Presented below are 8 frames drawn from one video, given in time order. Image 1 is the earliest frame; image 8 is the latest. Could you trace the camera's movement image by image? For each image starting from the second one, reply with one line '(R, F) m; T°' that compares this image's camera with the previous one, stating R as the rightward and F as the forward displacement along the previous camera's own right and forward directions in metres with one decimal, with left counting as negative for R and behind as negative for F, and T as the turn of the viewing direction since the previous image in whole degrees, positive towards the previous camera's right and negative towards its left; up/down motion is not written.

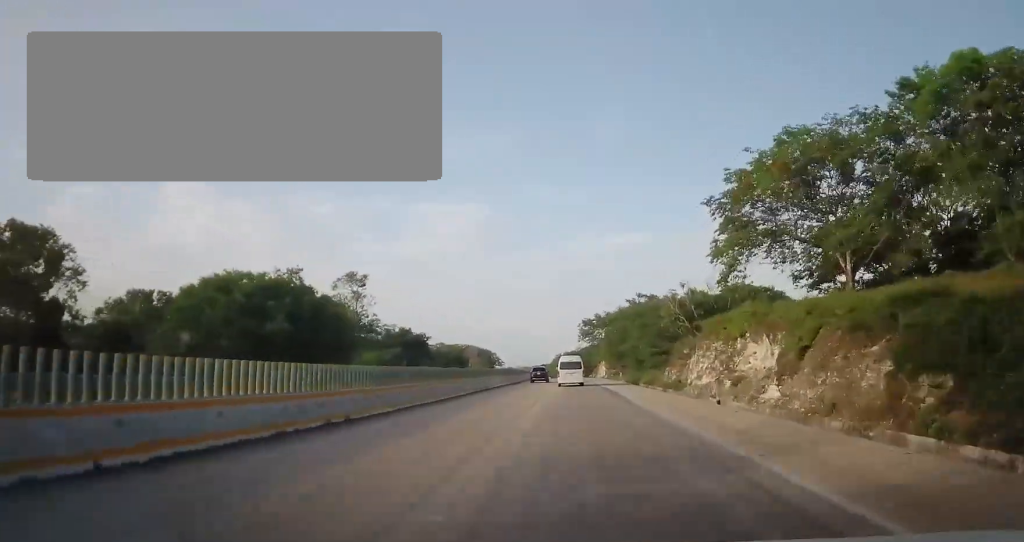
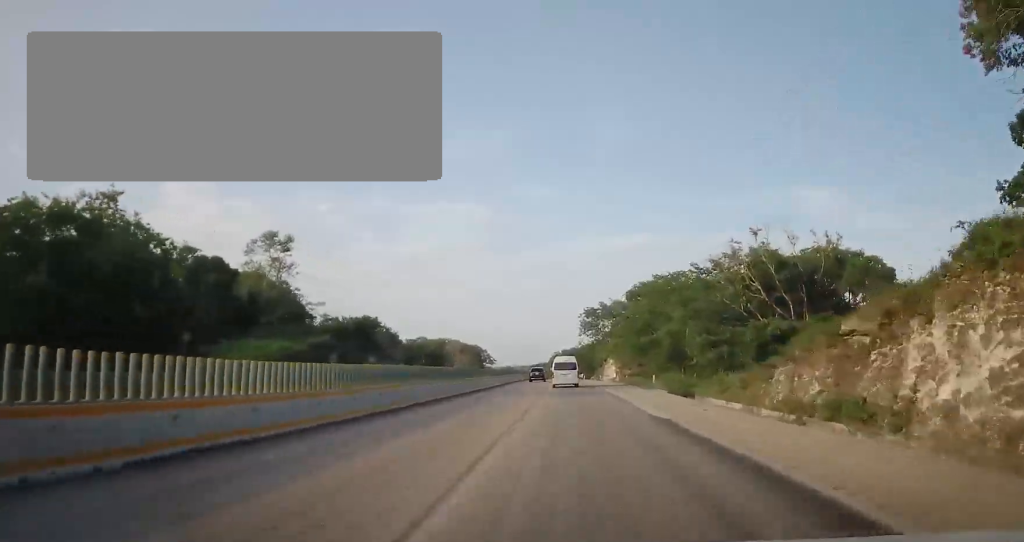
(-0.2, +24.2) m; 0°
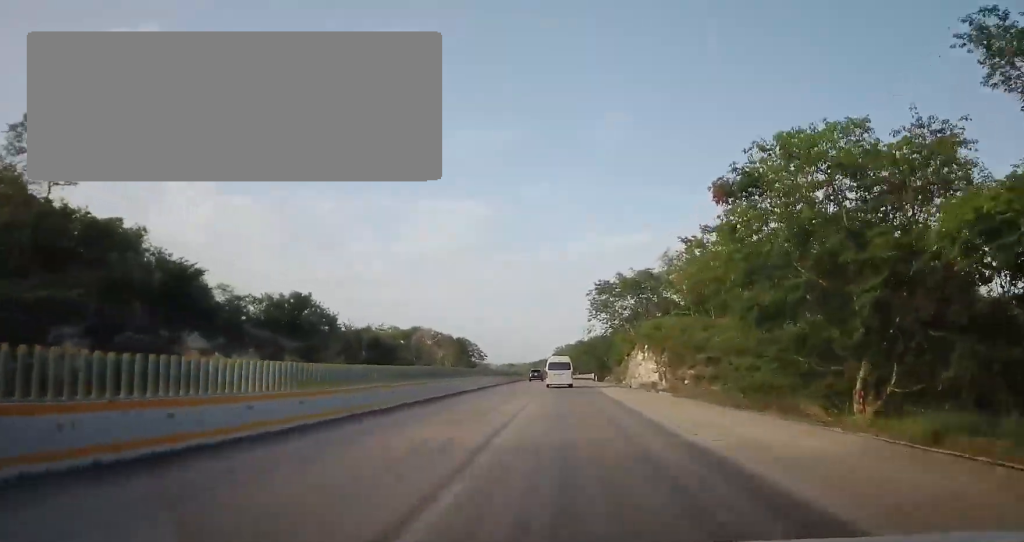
(0.0, +32.5) m; +1°
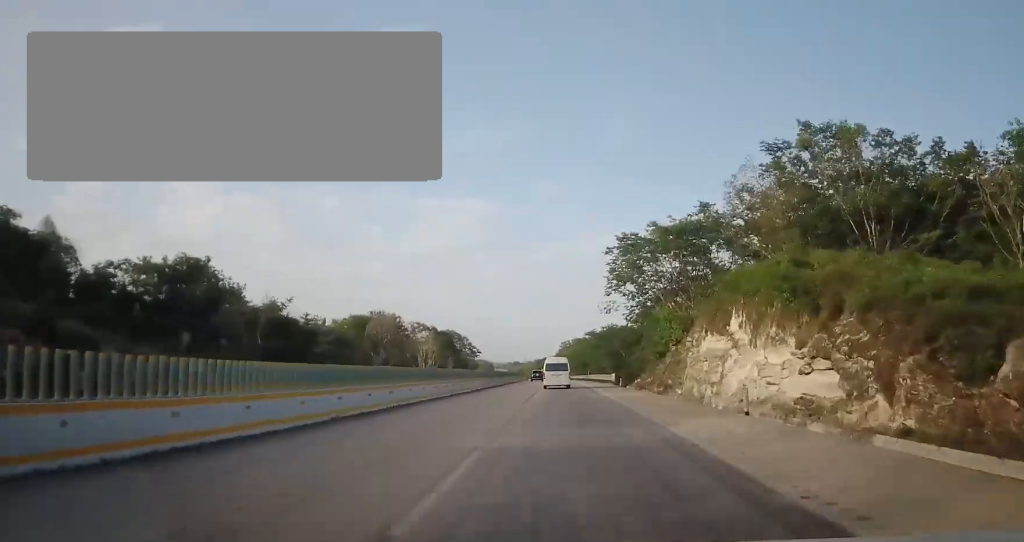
(+0.3, +27.2) m; -1°
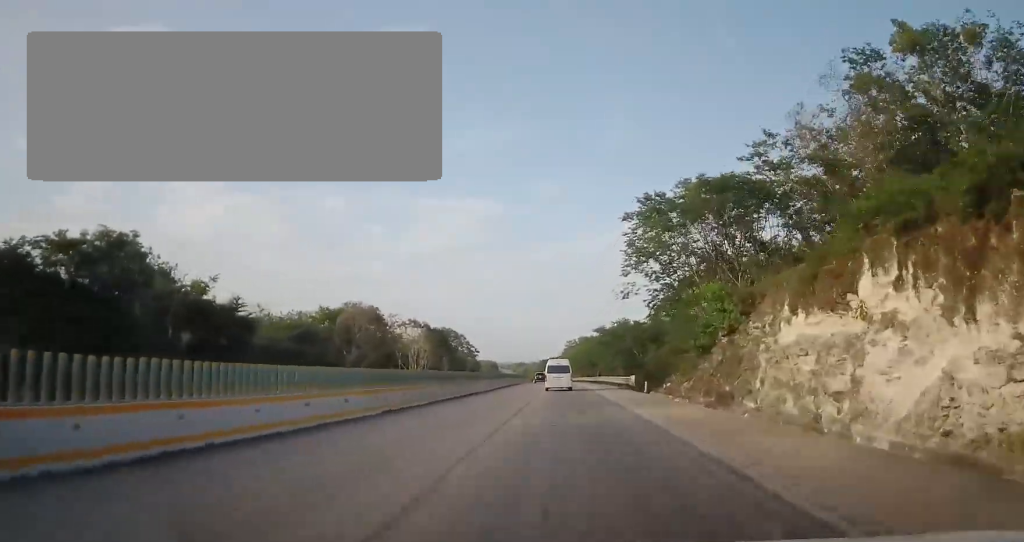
(+0.1, +12.3) m; -1°
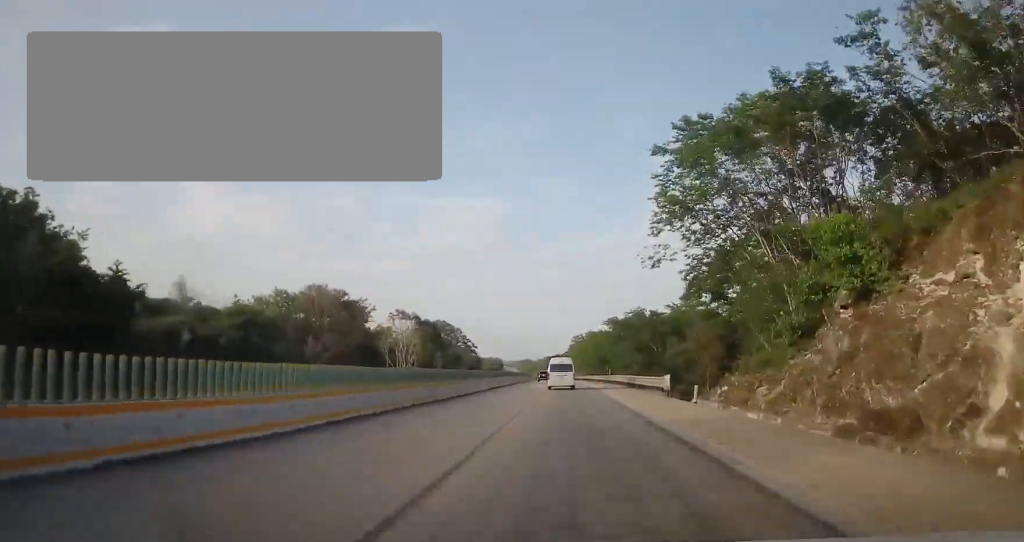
(-0.4, +12.7) m; -1°
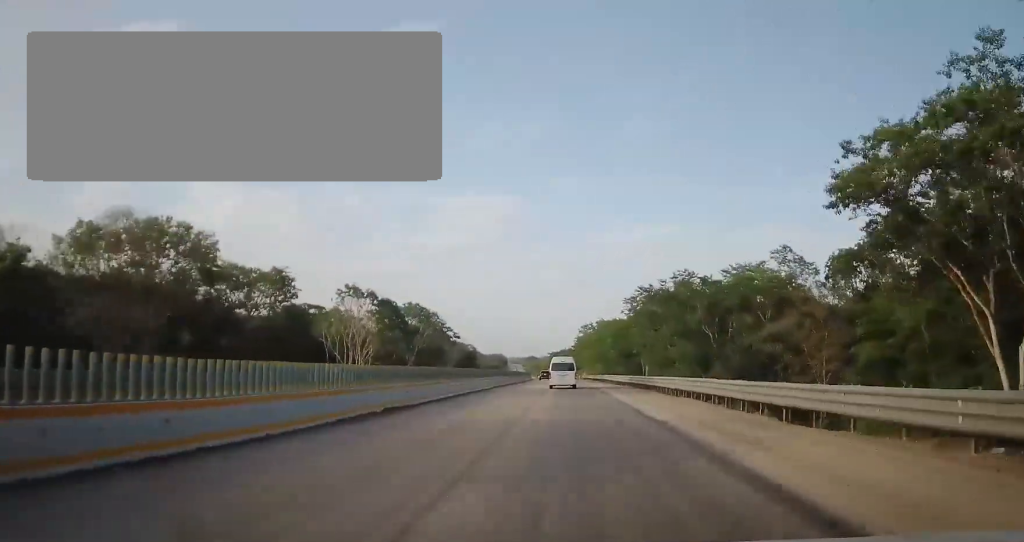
(-0.7, +27.8) m; -2°
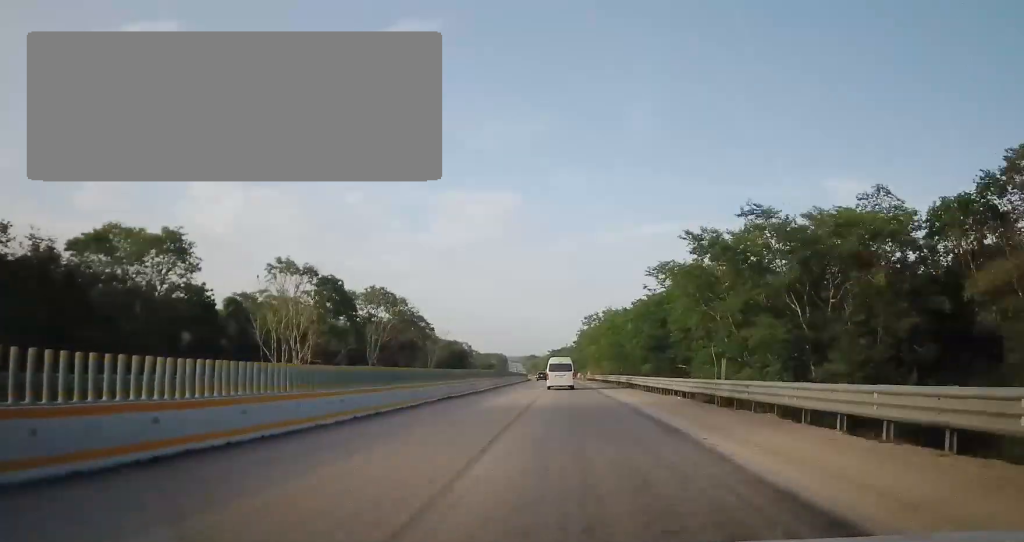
(-0.1, +20.0) m; 0°
